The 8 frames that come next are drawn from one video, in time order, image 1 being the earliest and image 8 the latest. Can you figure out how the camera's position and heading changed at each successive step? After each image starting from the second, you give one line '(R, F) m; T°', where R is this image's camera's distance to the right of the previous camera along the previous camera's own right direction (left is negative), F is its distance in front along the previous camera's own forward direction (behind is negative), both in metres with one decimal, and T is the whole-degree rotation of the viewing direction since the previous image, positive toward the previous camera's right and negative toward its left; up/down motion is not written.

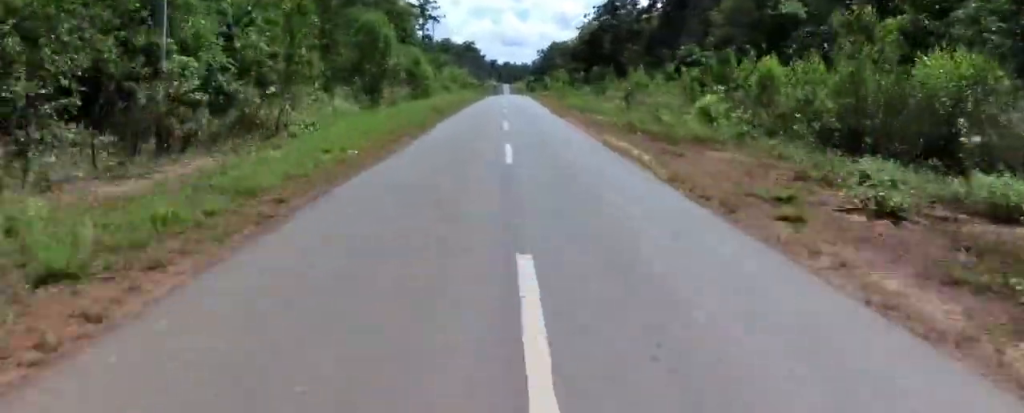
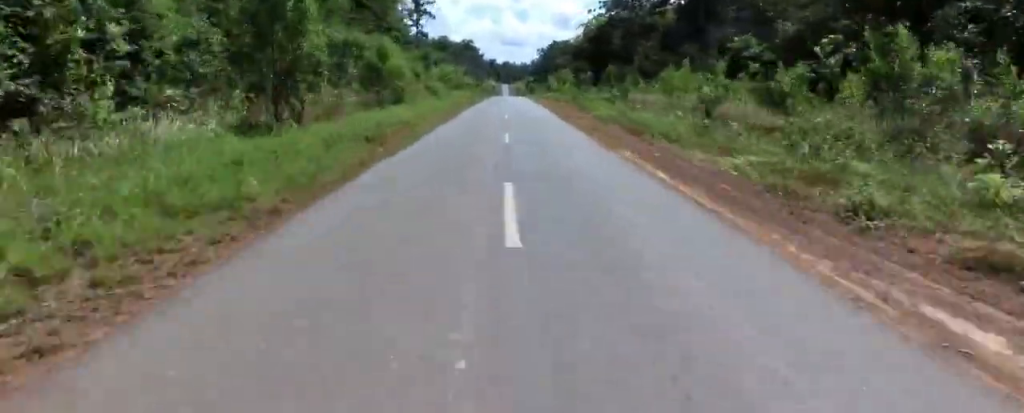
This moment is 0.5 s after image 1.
(+0.1, +12.5) m; 0°
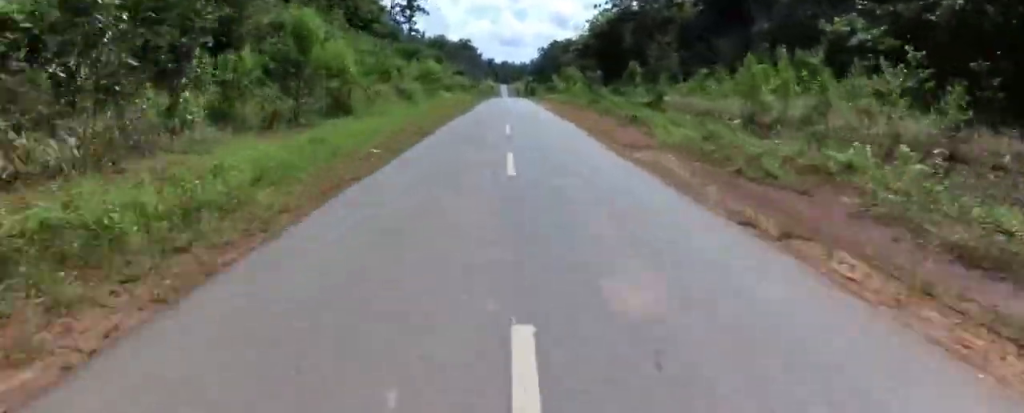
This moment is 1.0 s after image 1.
(+0.2, +13.5) m; -1°
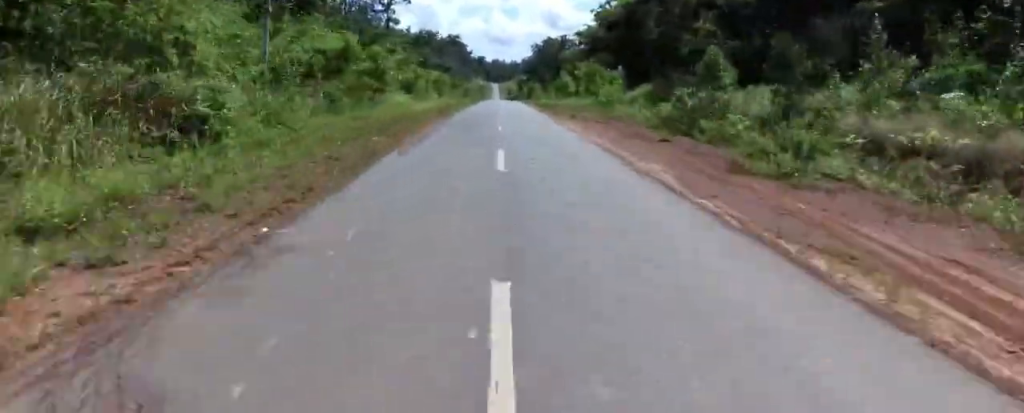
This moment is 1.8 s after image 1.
(-0.8, +23.4) m; -2°
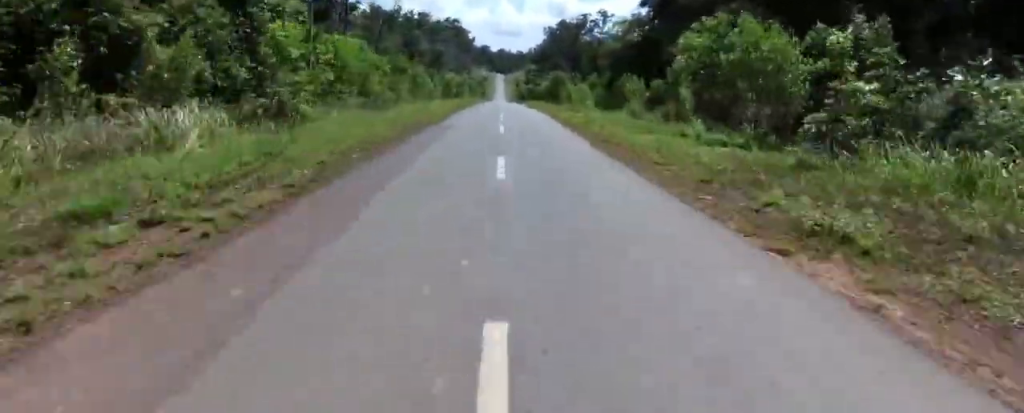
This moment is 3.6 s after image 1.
(-0.8, +49.2) m; -1°
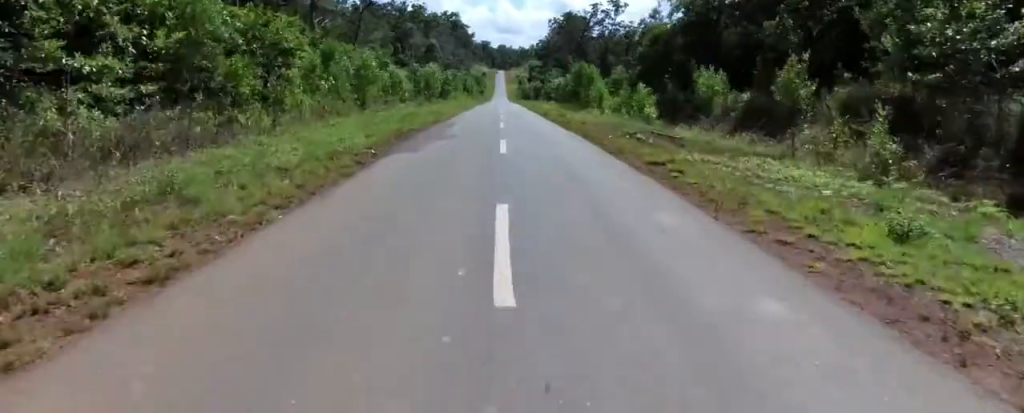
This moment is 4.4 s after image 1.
(+0.1, +21.2) m; +1°
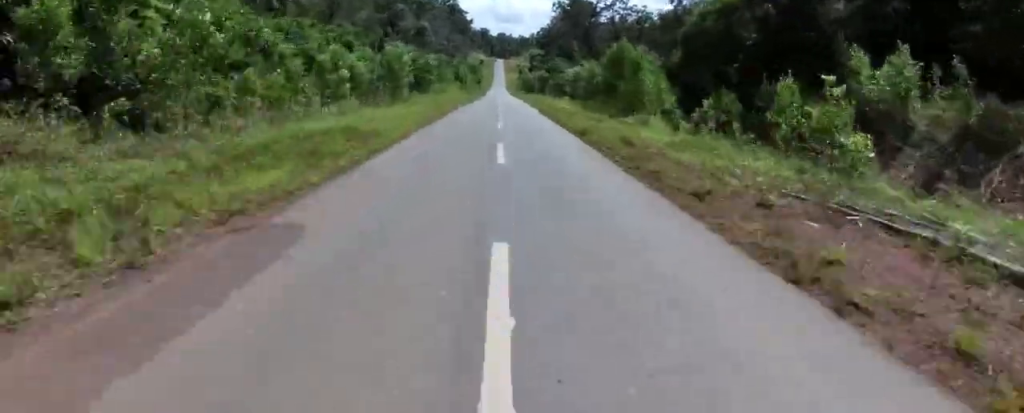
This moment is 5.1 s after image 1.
(+0.1, +18.5) m; +1°
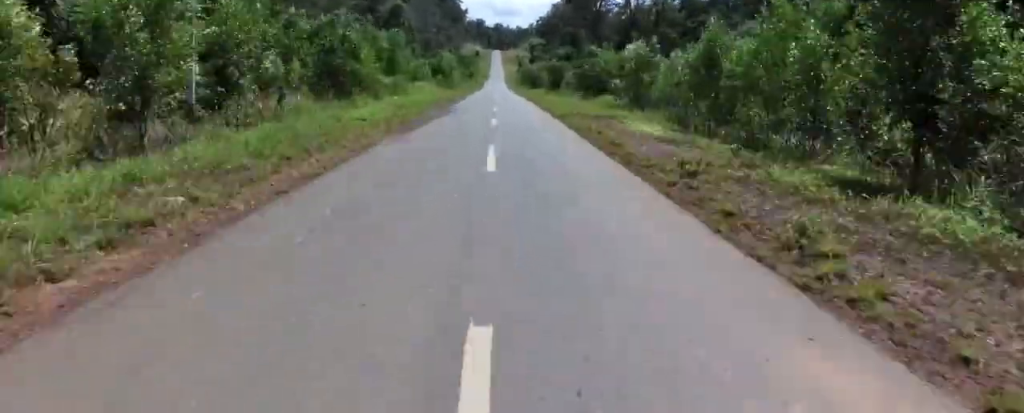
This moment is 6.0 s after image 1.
(+0.4, +24.4) m; +1°
